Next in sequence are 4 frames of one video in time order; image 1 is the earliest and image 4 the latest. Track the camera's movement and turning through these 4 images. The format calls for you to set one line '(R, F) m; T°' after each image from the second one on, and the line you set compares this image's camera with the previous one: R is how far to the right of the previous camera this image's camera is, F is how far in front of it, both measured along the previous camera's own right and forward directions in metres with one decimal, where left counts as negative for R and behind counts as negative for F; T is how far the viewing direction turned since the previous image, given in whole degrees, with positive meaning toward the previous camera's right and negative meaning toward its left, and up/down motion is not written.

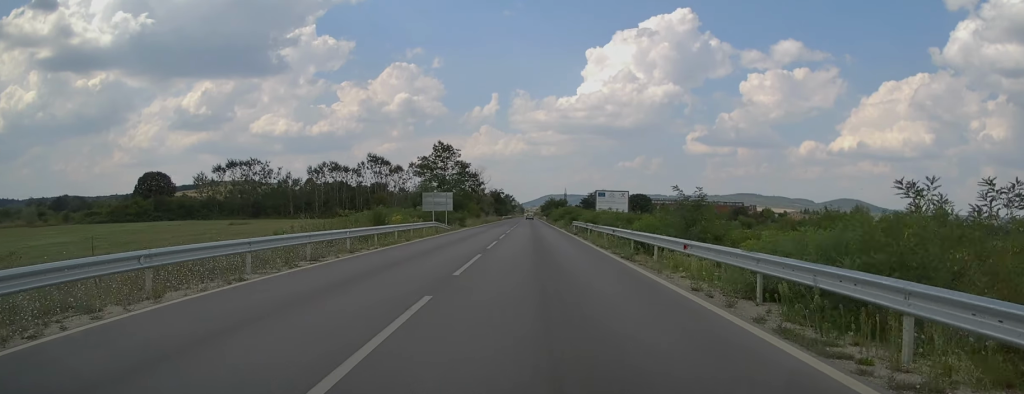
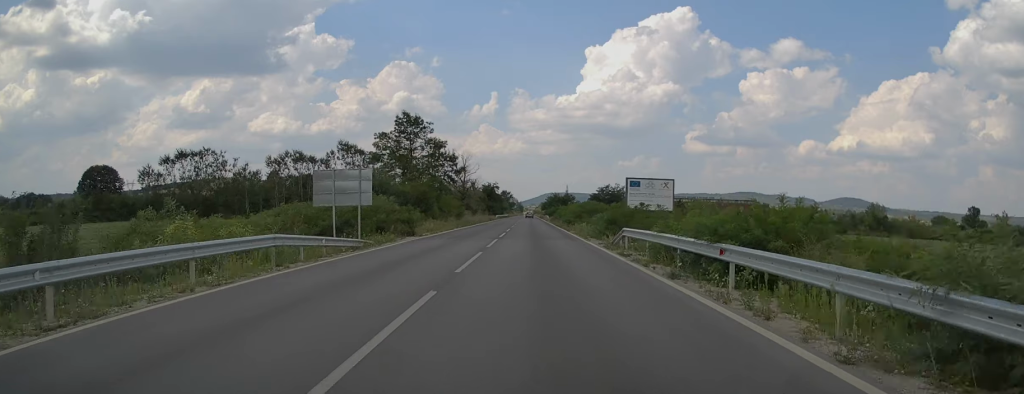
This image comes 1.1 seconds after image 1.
(-0.1, +26.3) m; 0°
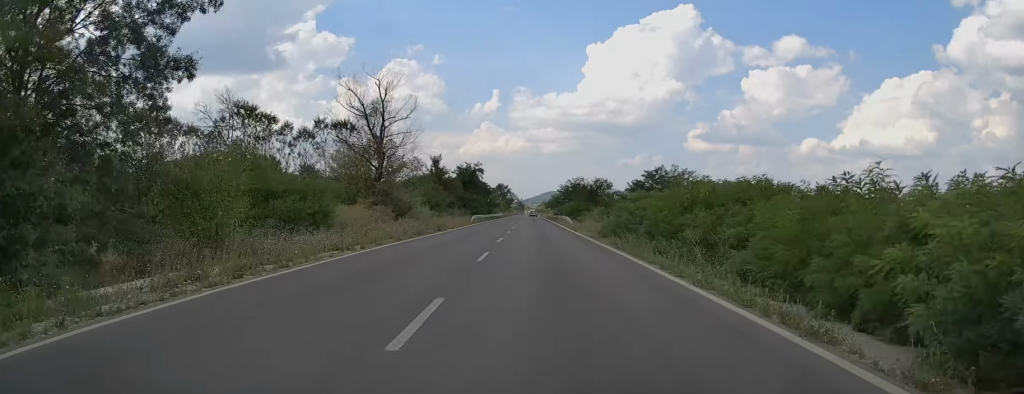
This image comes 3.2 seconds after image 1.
(+0.1, +54.7) m; 0°
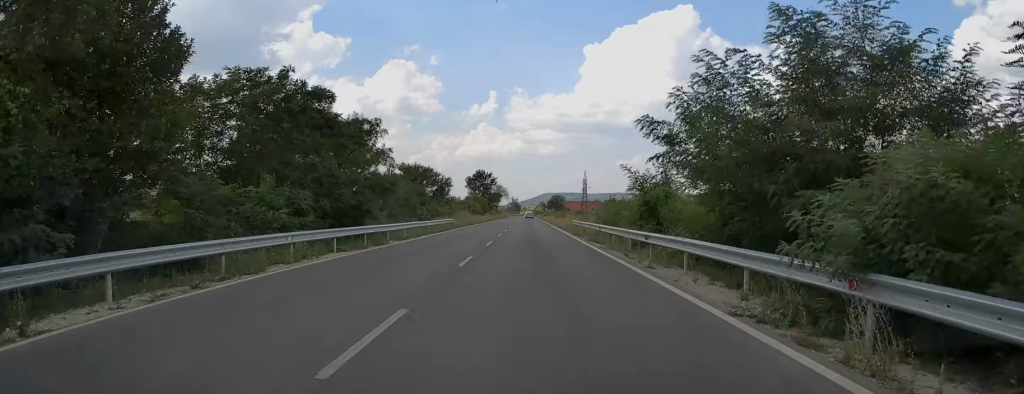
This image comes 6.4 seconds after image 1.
(+0.2, +81.9) m; 0°
